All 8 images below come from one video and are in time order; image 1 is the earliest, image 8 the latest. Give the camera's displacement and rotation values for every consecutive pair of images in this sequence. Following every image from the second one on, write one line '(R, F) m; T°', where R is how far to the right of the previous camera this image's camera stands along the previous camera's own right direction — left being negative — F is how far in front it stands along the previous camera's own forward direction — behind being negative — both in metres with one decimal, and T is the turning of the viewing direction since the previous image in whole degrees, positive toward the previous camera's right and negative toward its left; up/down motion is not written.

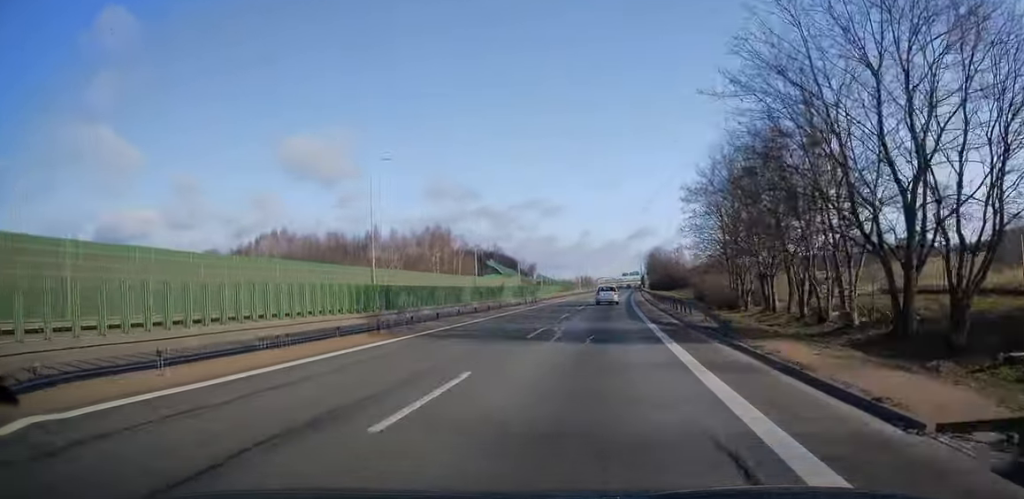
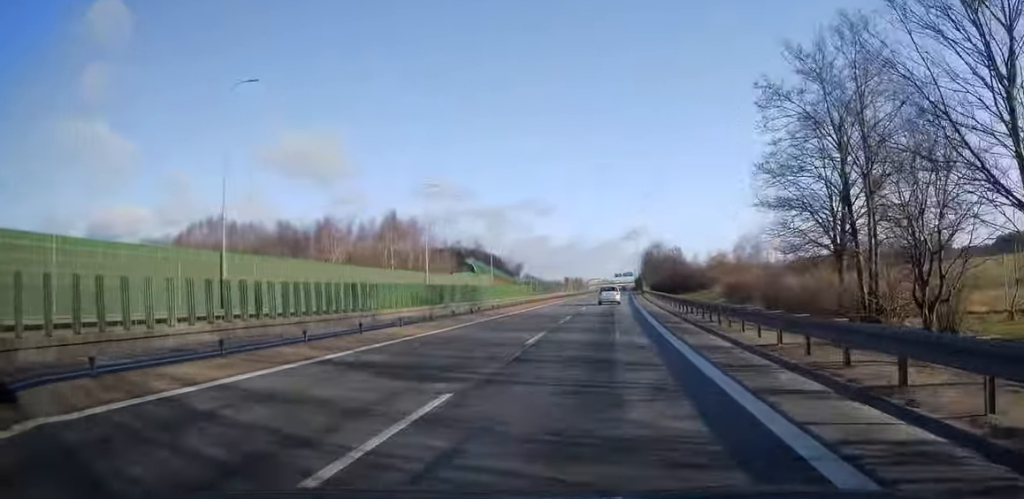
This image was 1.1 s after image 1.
(0.0, +26.0) m; +1°
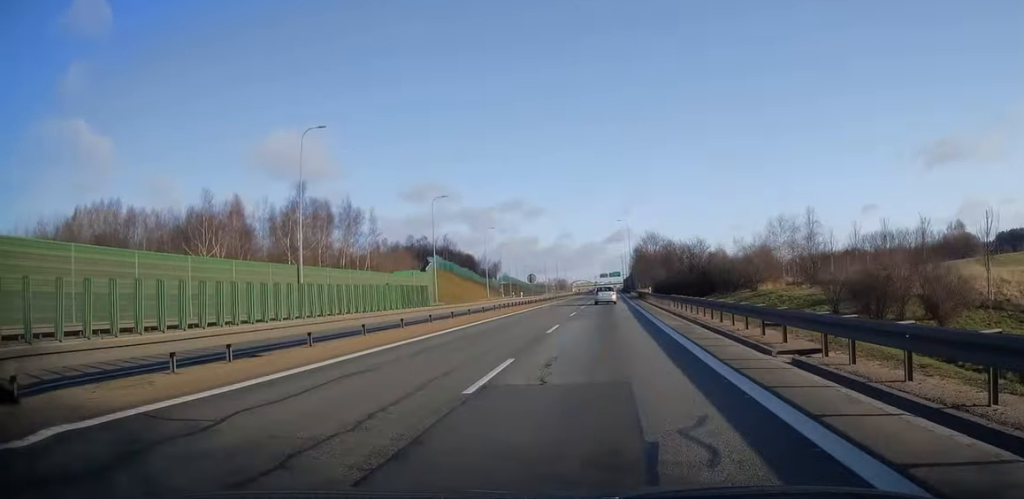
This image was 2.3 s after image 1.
(+0.4, +31.8) m; +1°
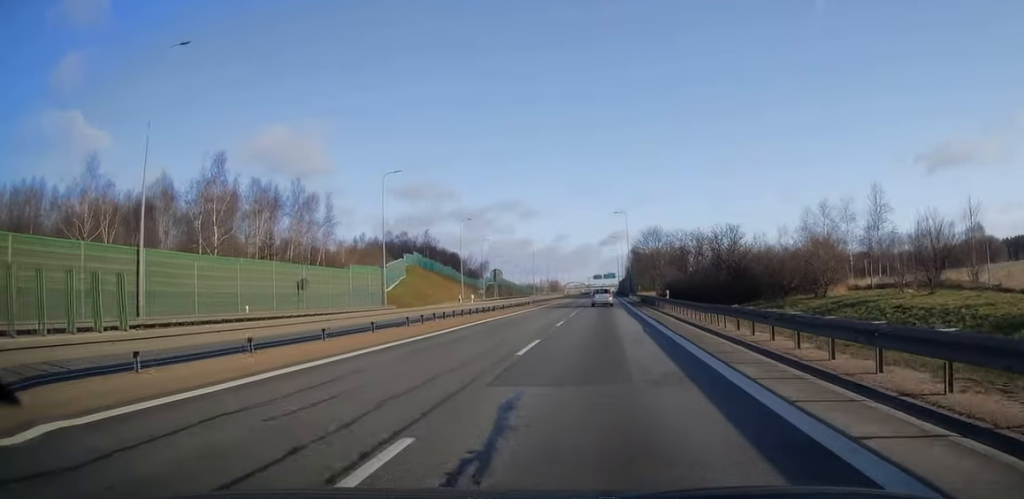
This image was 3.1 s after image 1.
(+0.1, +19.0) m; +1°
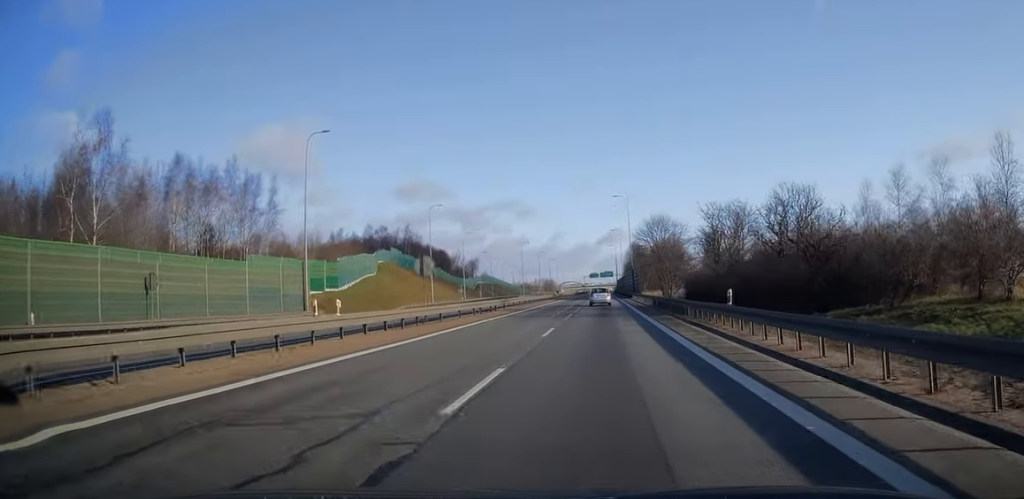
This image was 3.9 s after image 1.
(0.0, +18.6) m; 0°
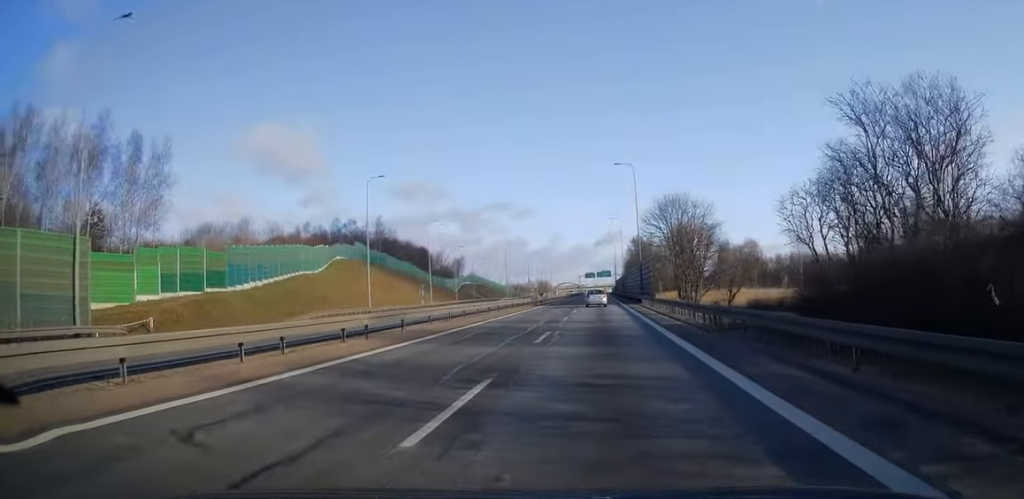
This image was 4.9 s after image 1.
(+0.2, +25.6) m; +1°
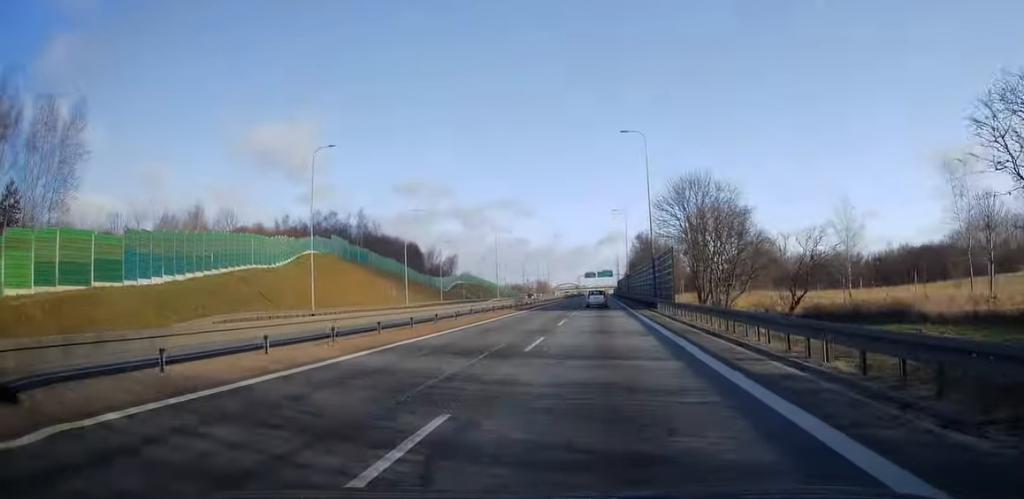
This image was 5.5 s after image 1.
(0.0, +14.9) m; 0°
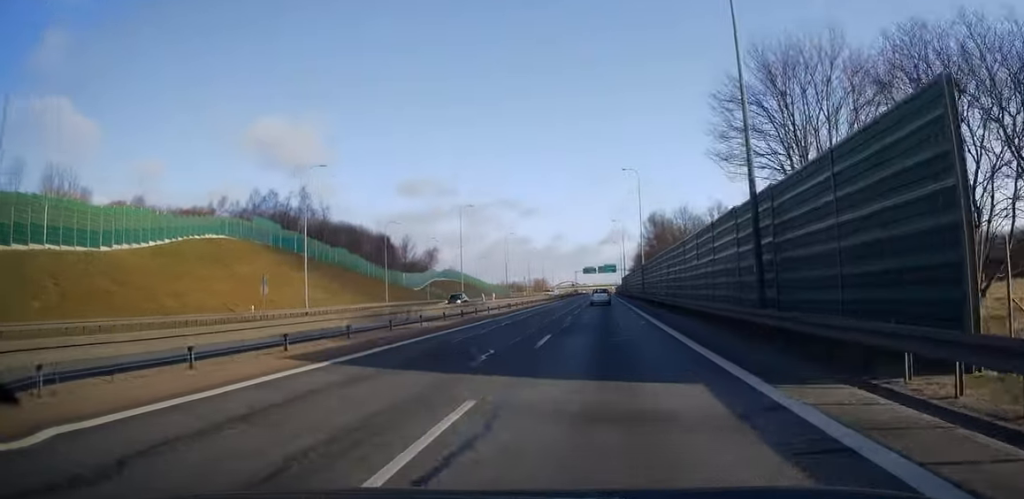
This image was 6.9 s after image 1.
(-0.2, +35.2) m; 0°
